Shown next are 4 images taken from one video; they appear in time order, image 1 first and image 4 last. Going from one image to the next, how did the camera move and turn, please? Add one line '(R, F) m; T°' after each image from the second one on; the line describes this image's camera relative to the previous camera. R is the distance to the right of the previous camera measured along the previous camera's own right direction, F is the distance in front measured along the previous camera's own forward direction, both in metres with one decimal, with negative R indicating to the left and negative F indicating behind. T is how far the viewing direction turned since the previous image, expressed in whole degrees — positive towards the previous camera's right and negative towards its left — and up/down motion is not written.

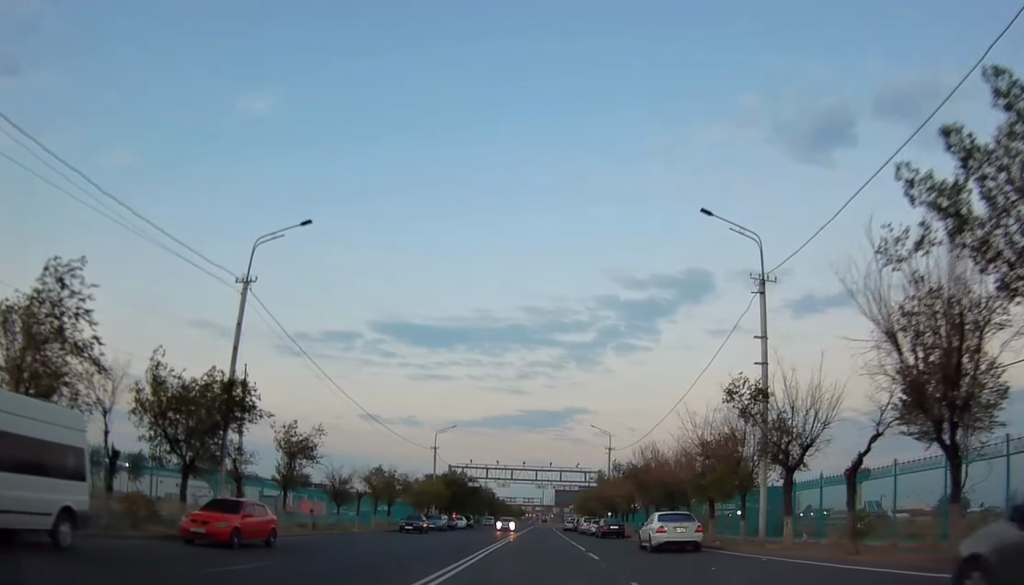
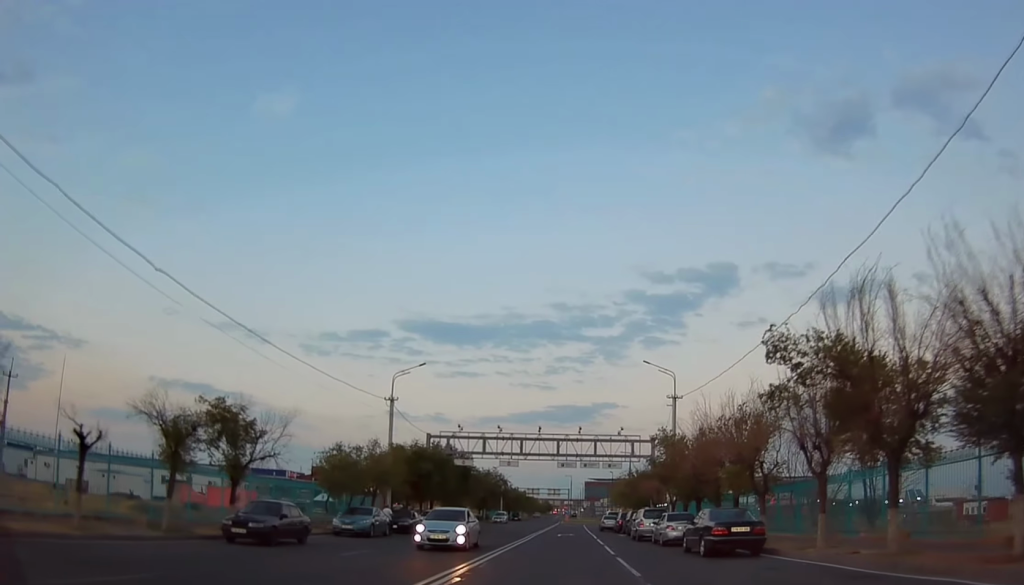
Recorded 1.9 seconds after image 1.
(-0.7, +29.0) m; -3°
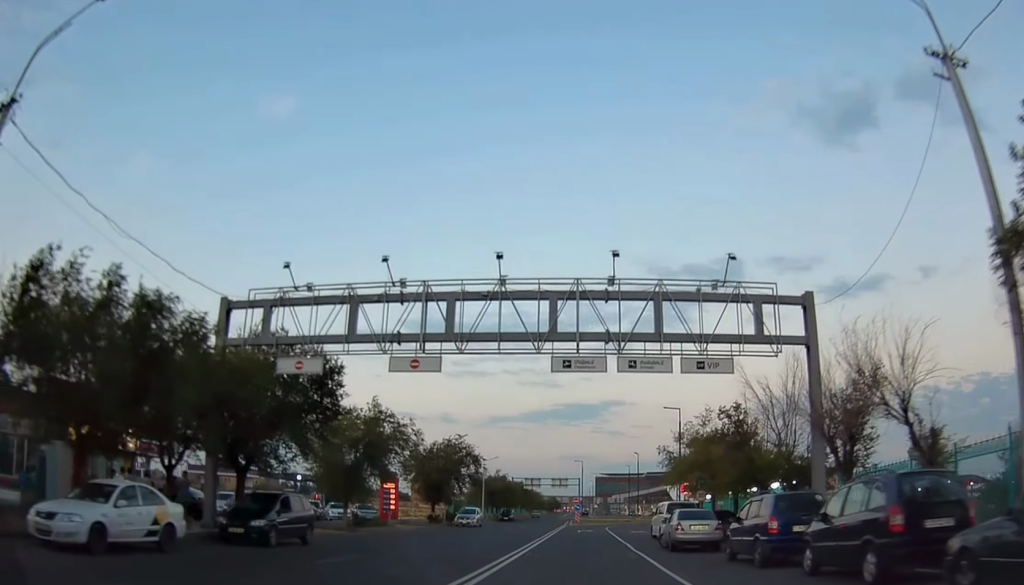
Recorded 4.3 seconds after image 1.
(+0.1, +36.7) m; +1°
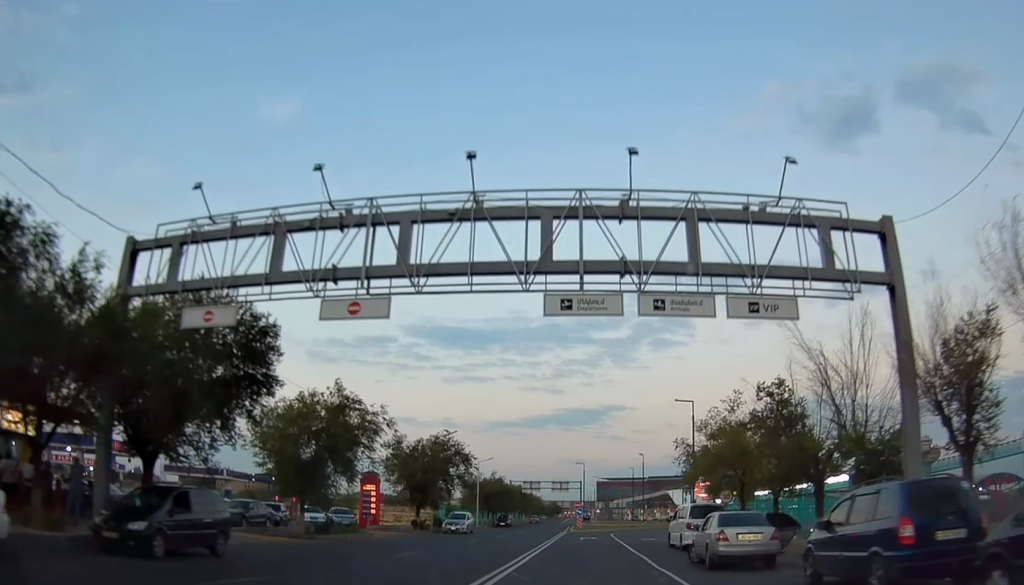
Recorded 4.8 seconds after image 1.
(+0.1, +6.0) m; -1°
